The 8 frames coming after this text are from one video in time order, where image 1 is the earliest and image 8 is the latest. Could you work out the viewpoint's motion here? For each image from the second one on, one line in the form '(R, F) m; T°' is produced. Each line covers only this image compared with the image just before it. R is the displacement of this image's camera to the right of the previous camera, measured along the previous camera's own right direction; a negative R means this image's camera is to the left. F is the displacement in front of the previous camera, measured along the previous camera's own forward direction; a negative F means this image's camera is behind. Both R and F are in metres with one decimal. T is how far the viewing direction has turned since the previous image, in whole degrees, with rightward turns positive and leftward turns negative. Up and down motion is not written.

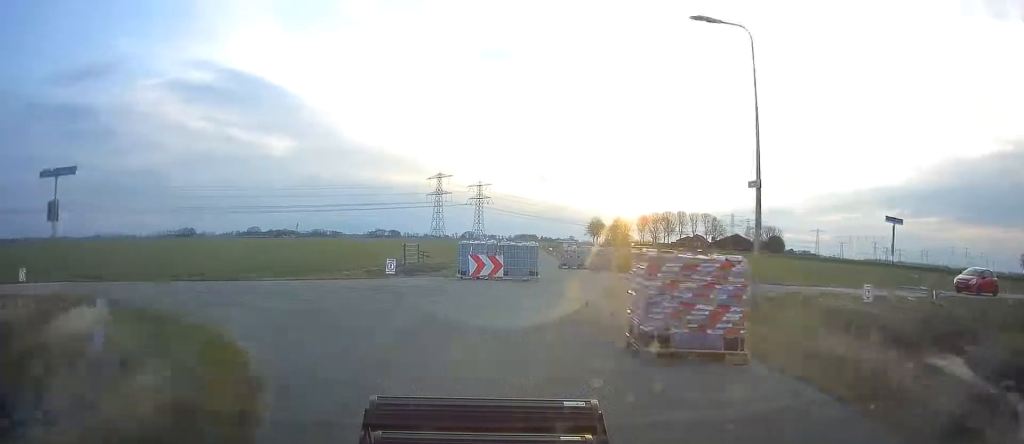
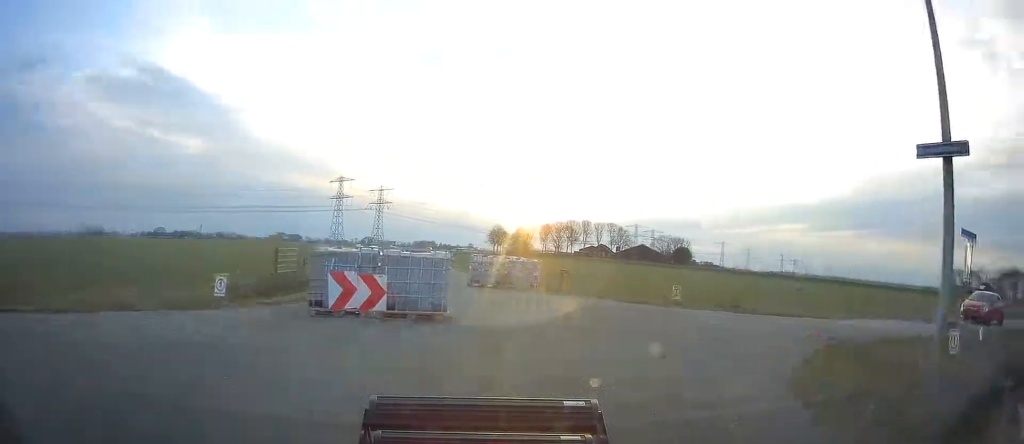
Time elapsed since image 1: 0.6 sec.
(+0.6, +8.6) m; +1°
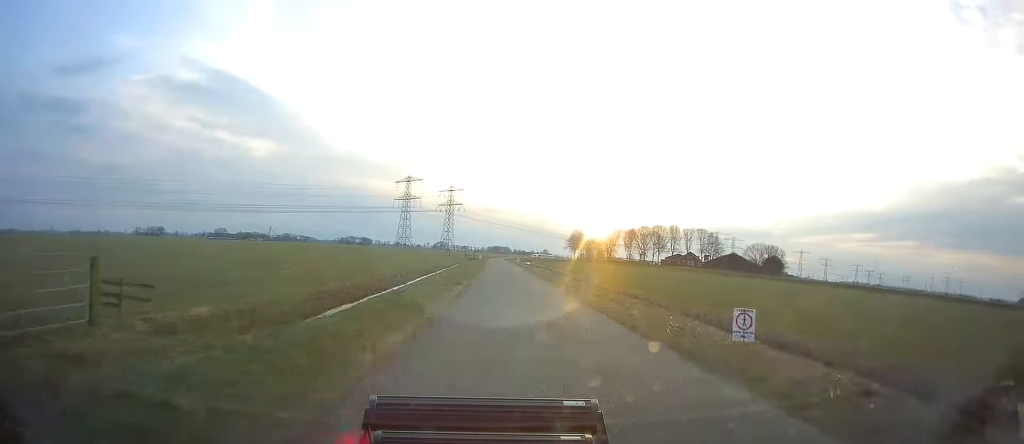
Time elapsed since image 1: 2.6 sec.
(-1.1, +25.5) m; -2°
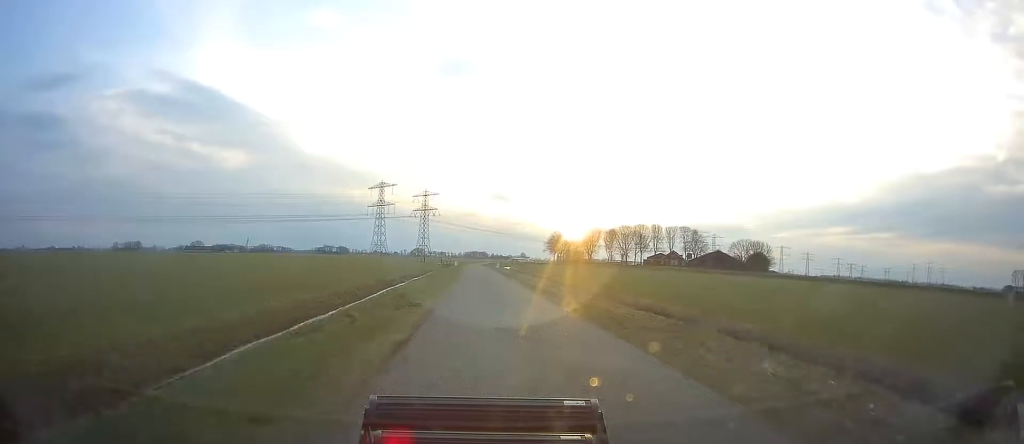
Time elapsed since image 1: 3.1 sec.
(+0.1, +7.2) m; 0°
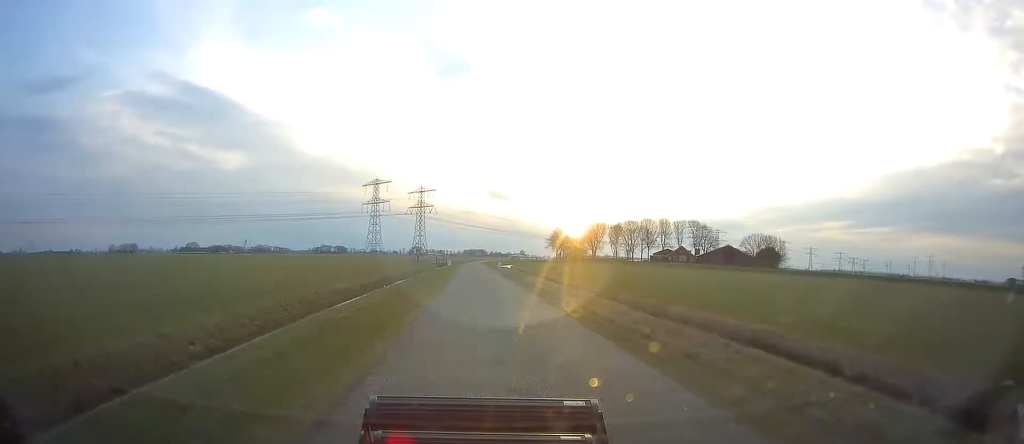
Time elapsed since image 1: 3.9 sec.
(+0.2, +12.0) m; +1°
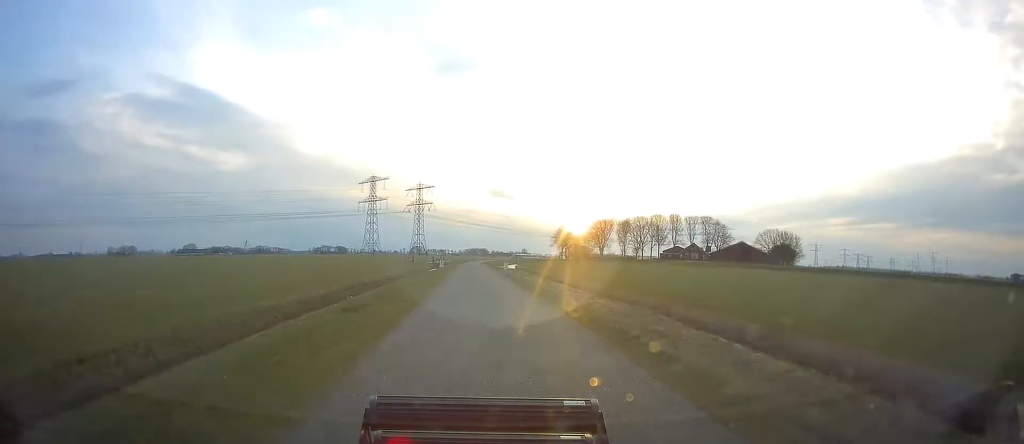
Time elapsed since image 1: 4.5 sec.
(0.0, +12.3) m; 0°
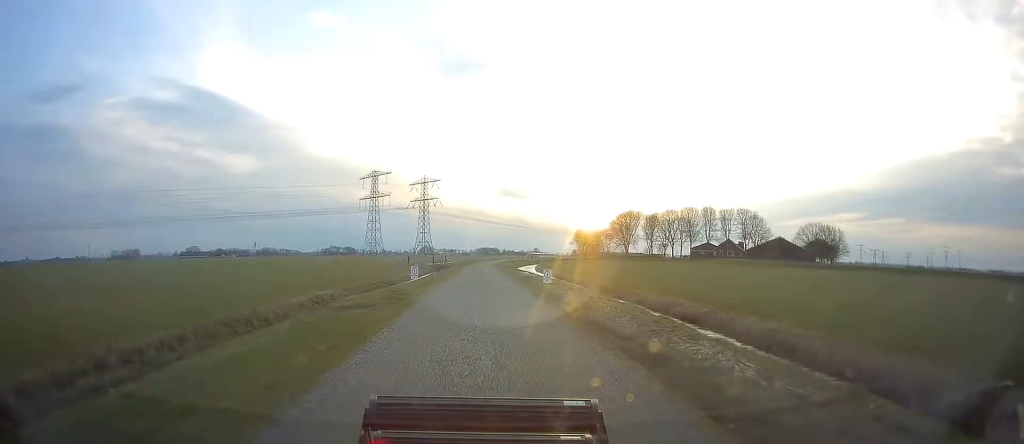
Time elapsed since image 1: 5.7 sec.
(-0.1, +24.0) m; 0°
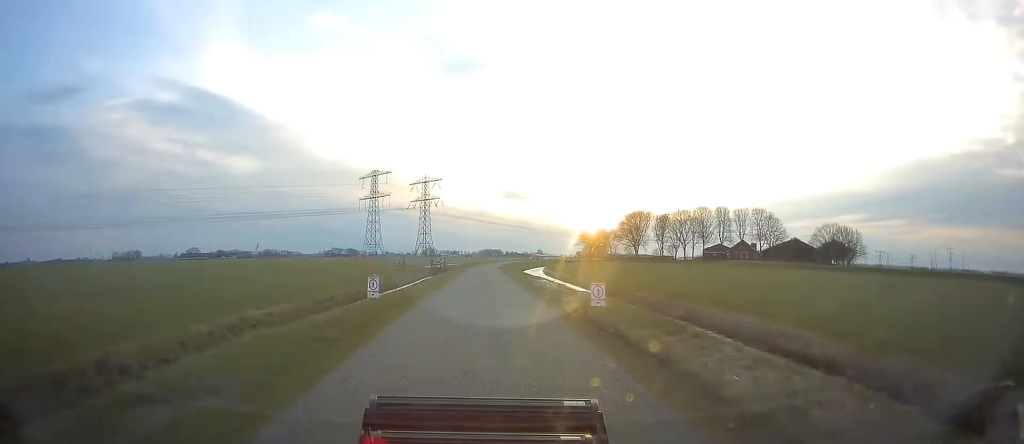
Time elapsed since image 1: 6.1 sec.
(0.0, +10.1) m; 0°
